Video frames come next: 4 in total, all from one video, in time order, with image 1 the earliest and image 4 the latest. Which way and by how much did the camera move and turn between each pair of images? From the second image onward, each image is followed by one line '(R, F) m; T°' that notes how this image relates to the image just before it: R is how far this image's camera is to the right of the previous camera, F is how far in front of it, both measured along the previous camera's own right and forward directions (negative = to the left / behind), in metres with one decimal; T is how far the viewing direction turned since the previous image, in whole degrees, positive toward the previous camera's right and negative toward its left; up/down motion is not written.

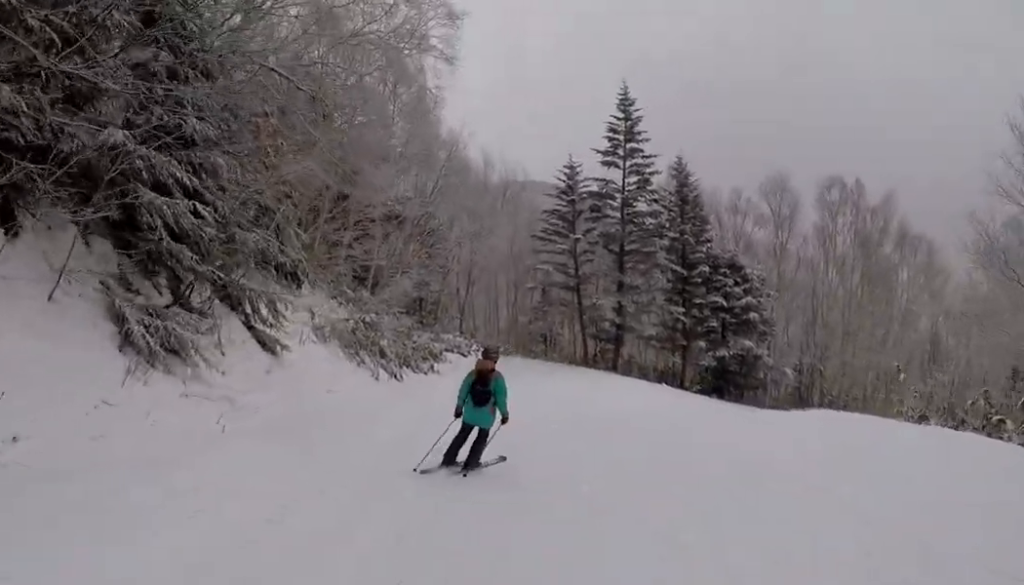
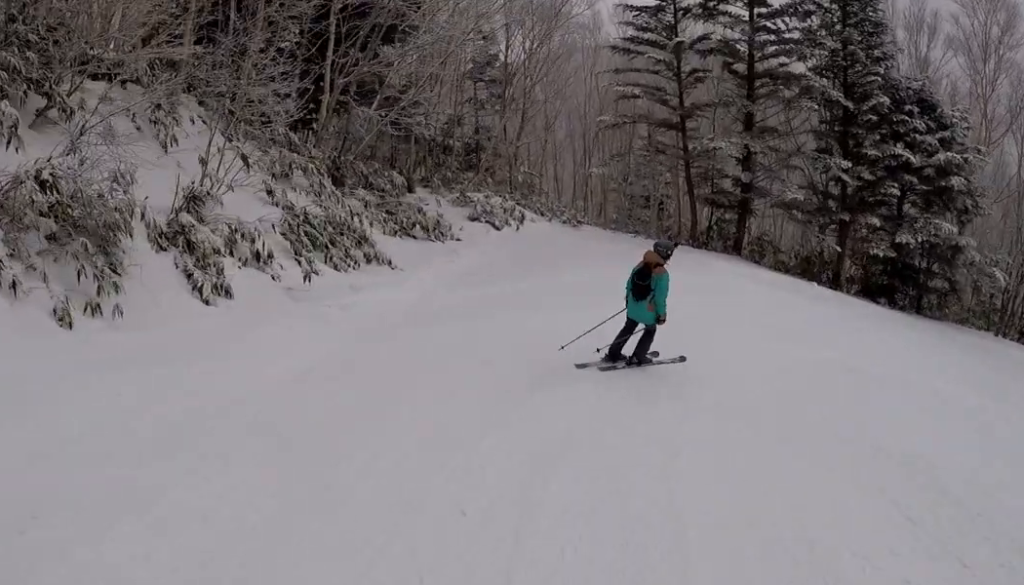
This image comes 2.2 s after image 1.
(+0.7, +12.5) m; +5°
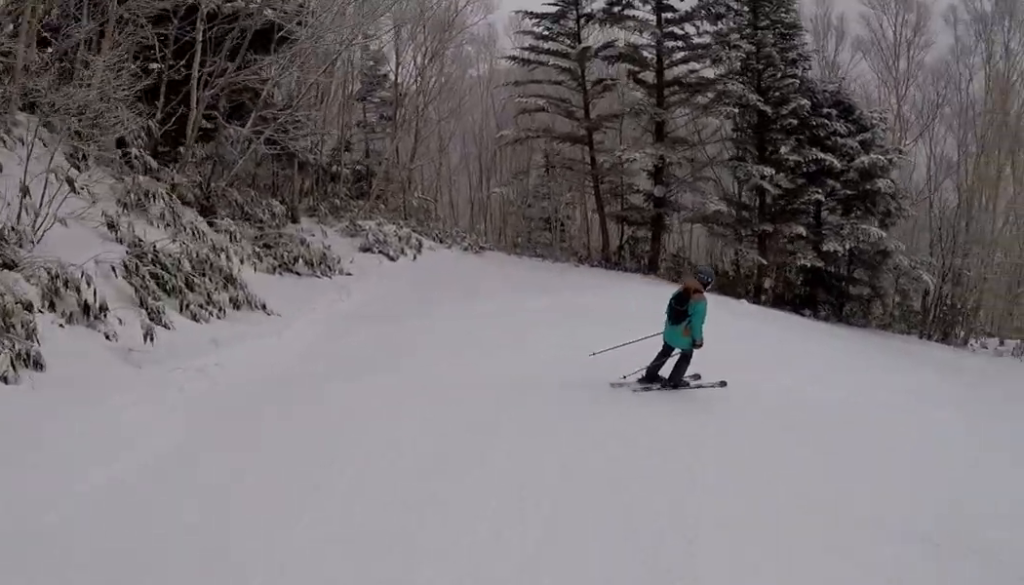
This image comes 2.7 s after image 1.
(+0.1, +2.6) m; +6°
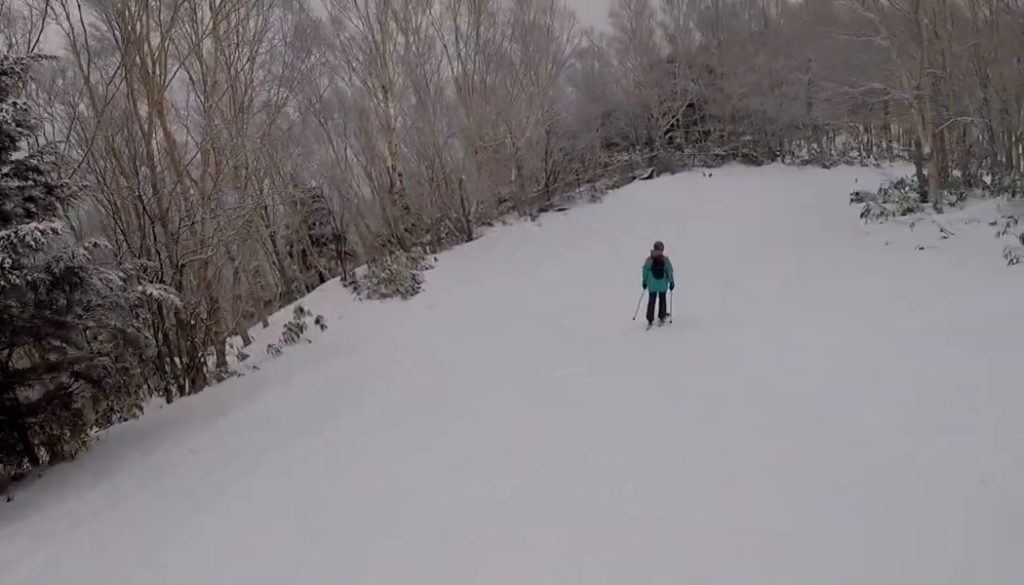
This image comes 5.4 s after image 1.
(+8.4, +13.6) m; +62°
